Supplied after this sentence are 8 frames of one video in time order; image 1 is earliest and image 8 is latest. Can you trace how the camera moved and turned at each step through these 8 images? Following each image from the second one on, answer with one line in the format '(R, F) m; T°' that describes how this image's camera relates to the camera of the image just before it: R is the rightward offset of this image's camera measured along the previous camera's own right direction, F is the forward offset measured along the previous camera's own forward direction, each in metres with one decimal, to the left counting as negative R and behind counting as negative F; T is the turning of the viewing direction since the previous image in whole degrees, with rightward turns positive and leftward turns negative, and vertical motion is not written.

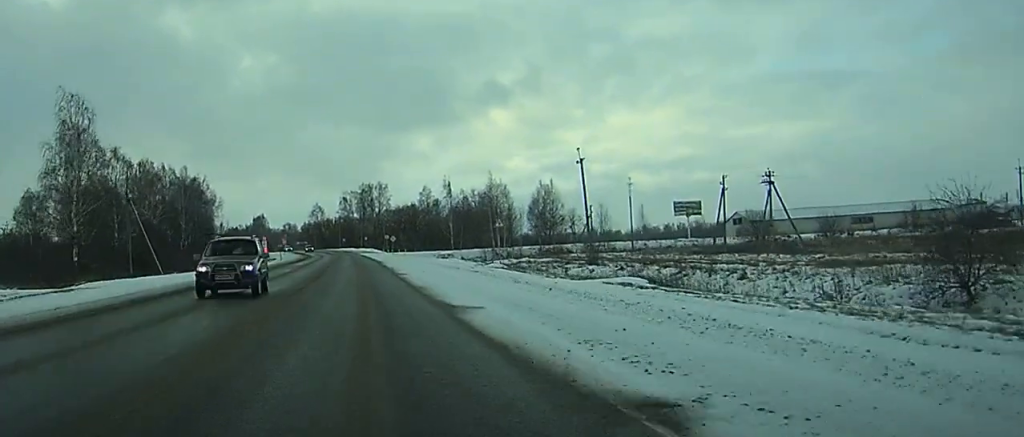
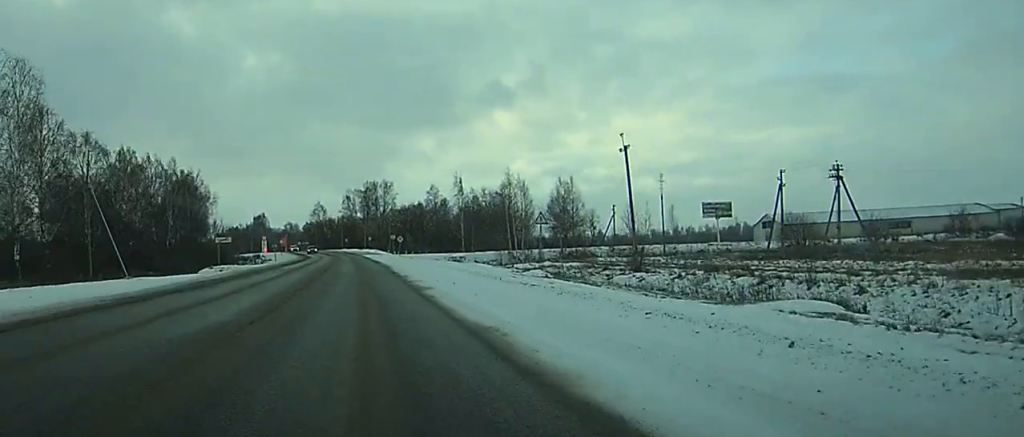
(-0.1, +13.9) m; 0°
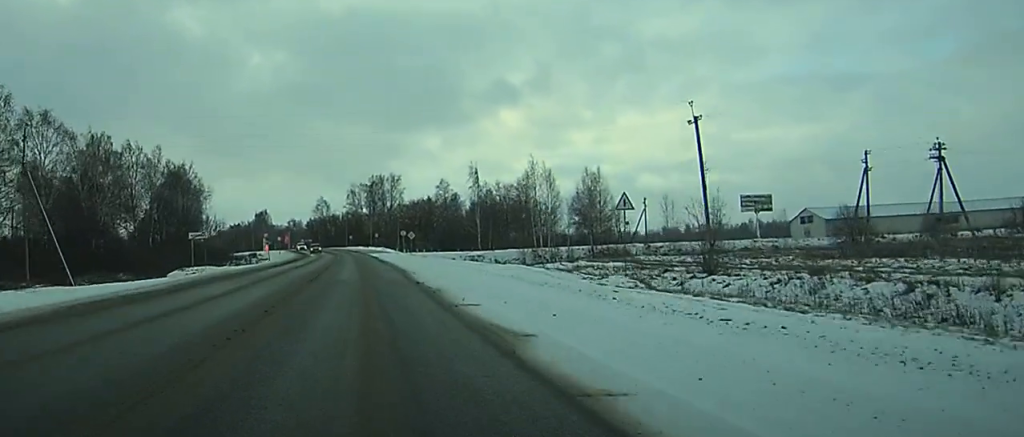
(0.0, +15.3) m; 0°
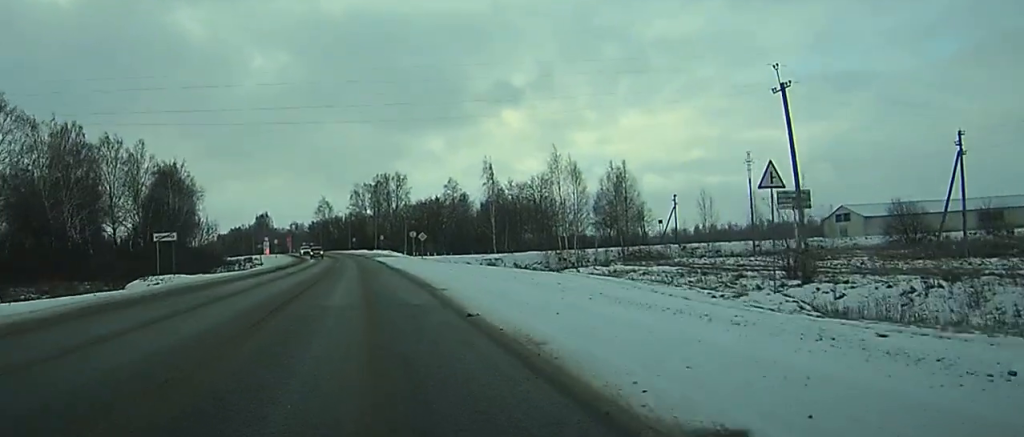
(0.0, +12.6) m; 0°
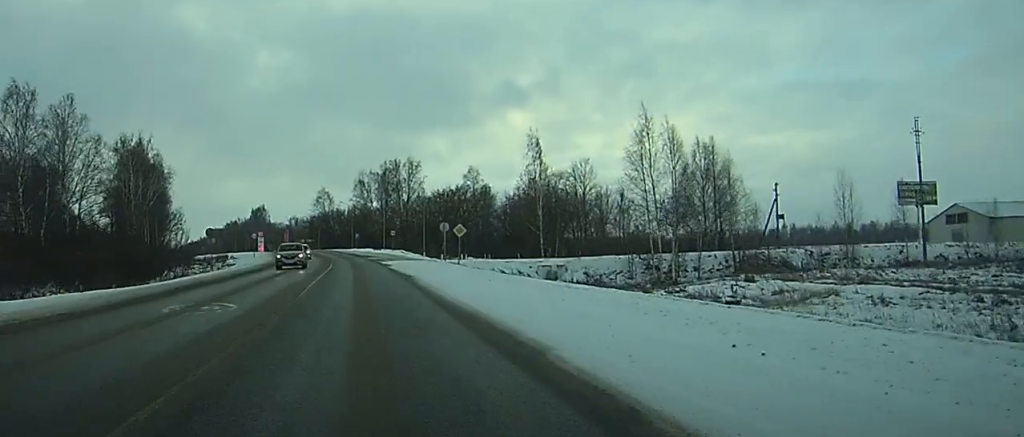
(-0.1, +32.8) m; -1°
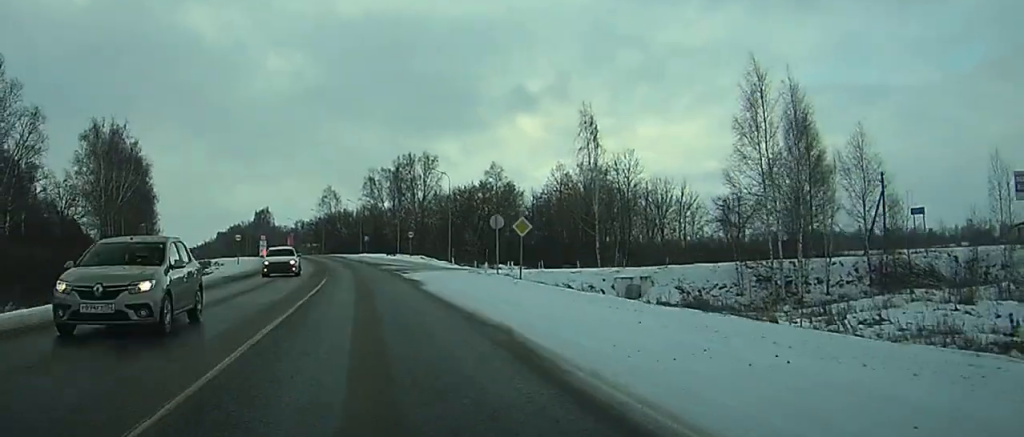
(-0.1, +21.1) m; -1°
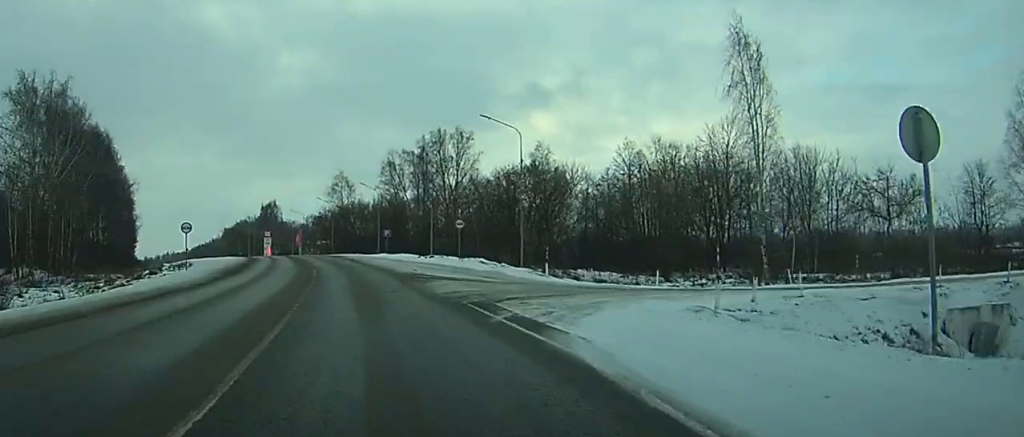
(-0.1, +32.4) m; -1°
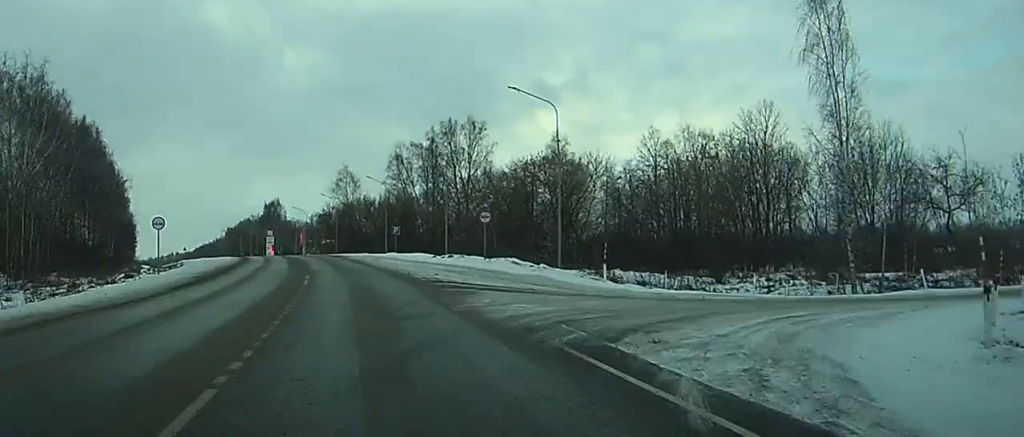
(0.0, +9.0) m; 0°
